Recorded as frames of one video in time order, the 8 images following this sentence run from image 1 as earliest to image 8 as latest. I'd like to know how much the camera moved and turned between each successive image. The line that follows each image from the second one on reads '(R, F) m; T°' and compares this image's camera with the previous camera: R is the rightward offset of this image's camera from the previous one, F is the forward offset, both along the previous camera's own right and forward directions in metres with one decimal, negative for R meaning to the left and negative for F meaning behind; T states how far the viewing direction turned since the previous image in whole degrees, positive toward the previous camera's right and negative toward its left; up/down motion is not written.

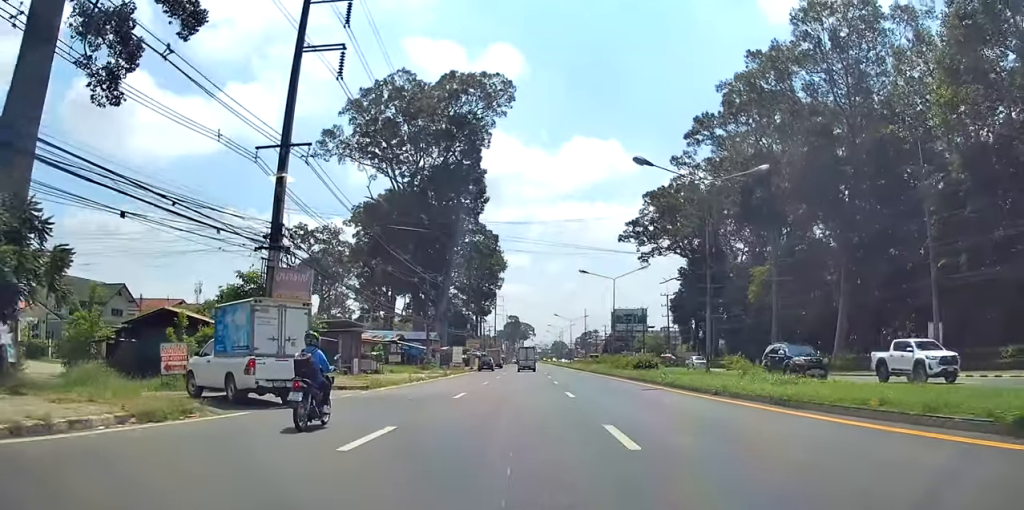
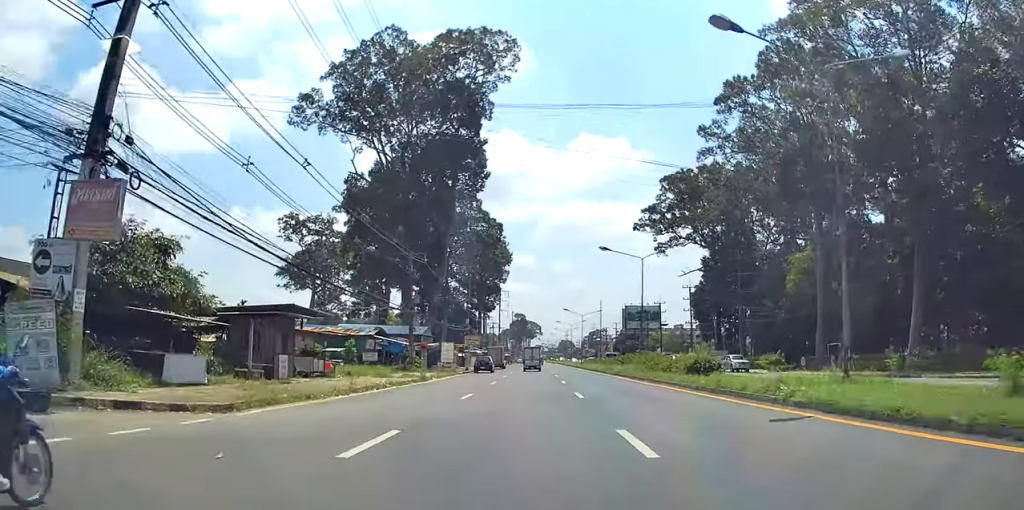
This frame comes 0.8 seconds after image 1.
(0.0, +12.7) m; +1°
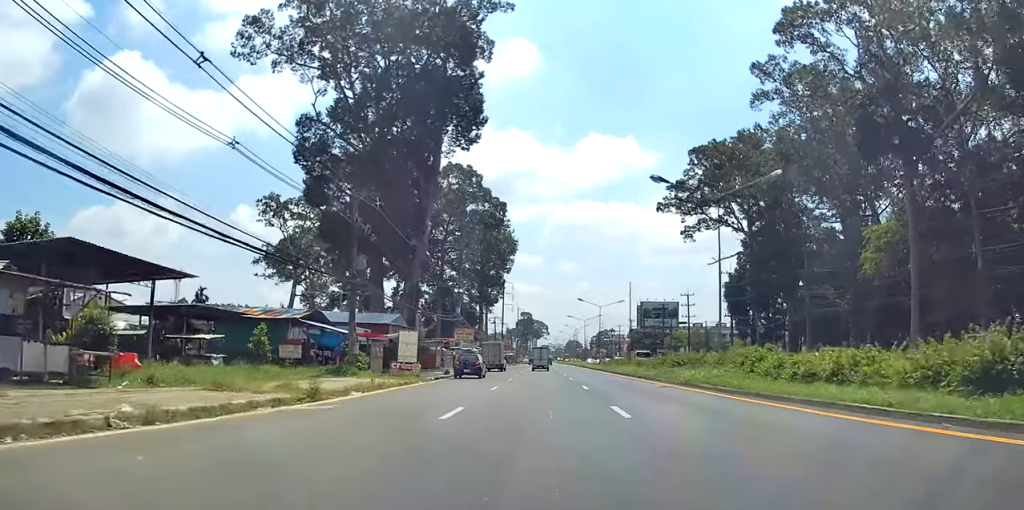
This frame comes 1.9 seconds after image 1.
(+0.1, +19.1) m; +1°
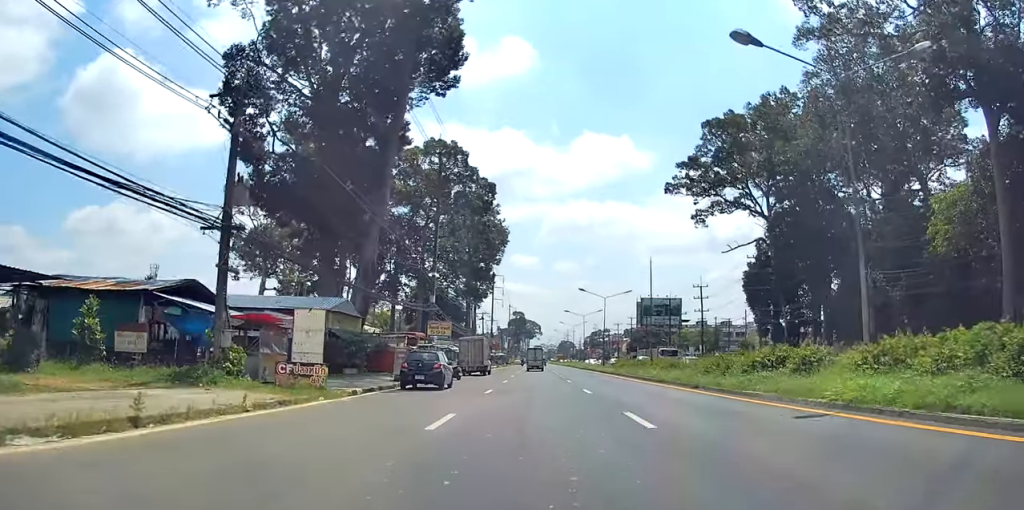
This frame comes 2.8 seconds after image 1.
(+0.1, +14.4) m; 0°
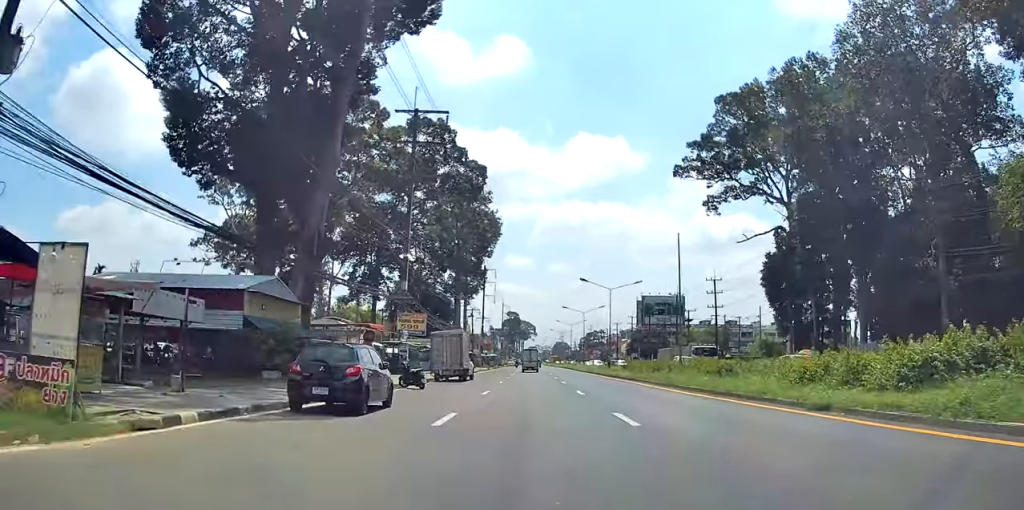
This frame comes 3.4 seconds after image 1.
(0.0, +11.2) m; 0°
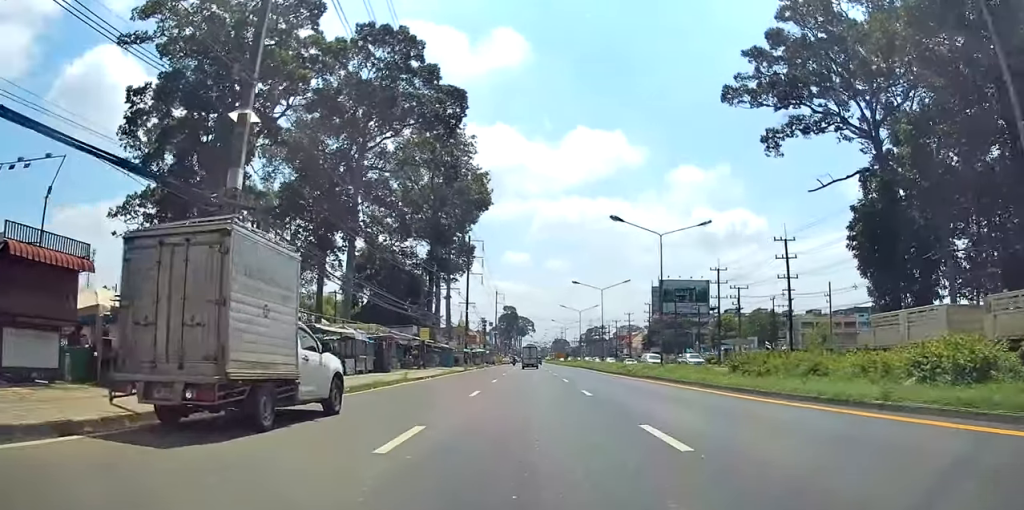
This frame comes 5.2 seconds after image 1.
(-0.1, +29.4) m; 0°
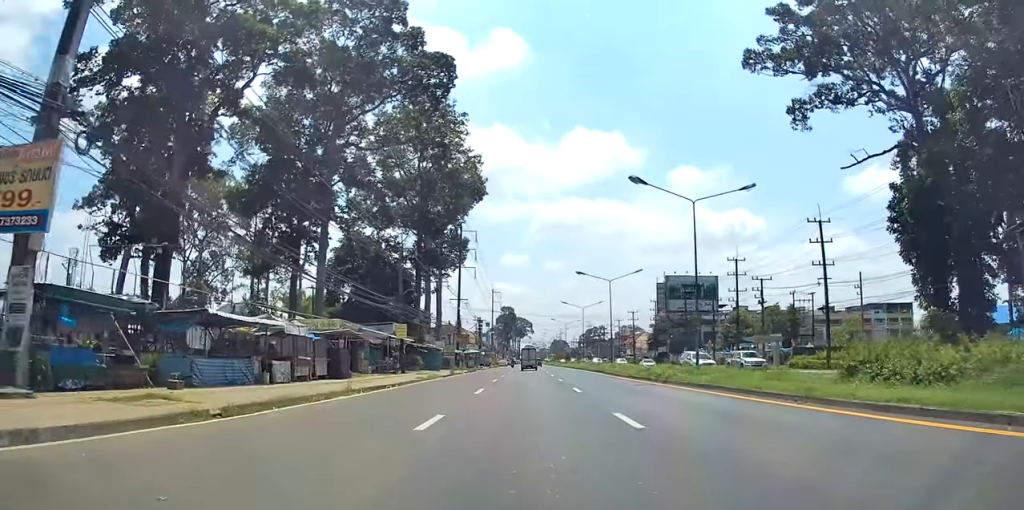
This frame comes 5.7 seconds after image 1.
(0.0, +8.9) m; 0°
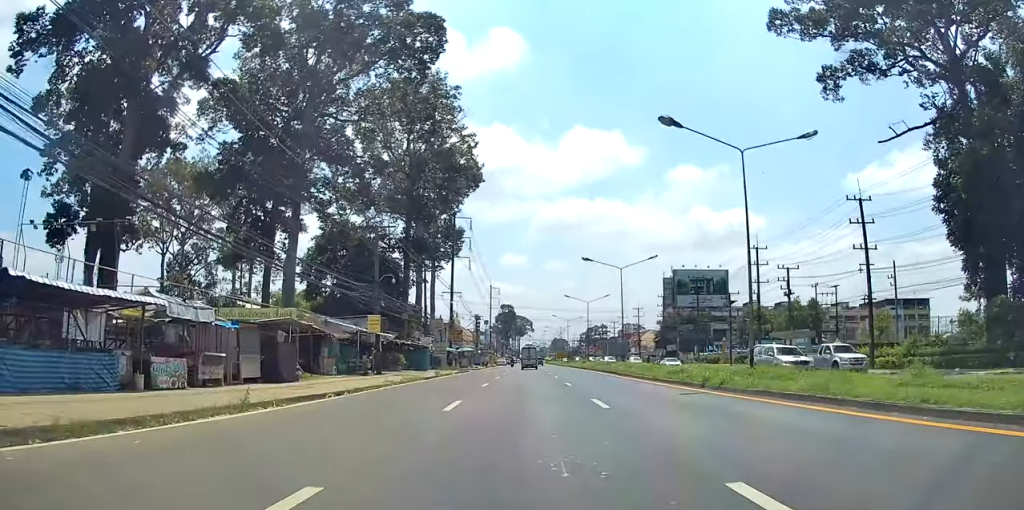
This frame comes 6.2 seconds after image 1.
(0.0, +8.1) m; 0°
